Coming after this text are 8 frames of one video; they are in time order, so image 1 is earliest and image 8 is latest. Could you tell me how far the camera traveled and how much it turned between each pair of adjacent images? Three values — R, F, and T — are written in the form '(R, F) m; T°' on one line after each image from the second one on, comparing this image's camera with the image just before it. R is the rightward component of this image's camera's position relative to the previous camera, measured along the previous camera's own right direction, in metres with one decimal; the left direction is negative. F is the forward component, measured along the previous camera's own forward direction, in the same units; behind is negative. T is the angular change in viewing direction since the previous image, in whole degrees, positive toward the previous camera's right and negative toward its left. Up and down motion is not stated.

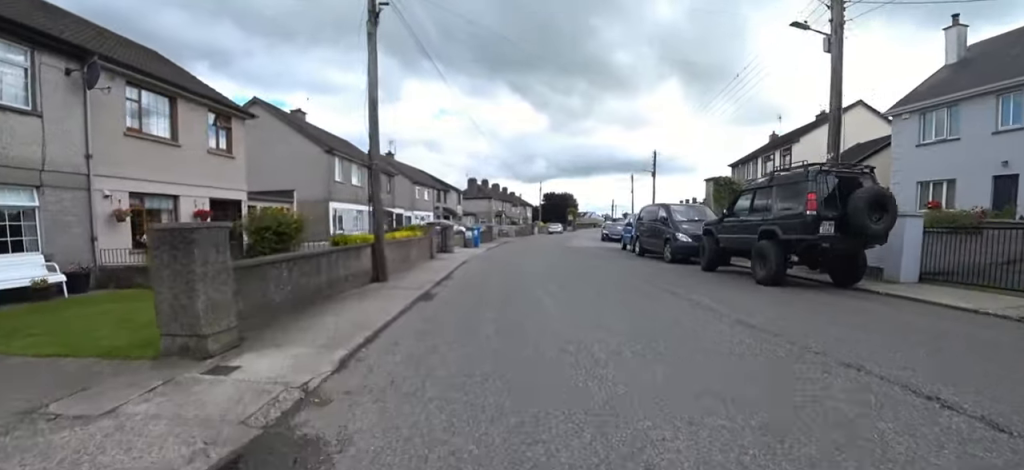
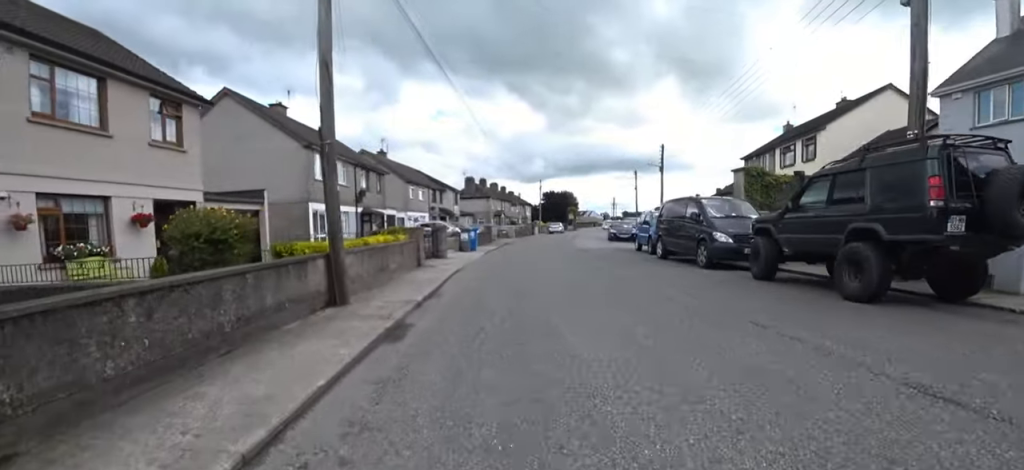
(+0.5, +2.4) m; +5°
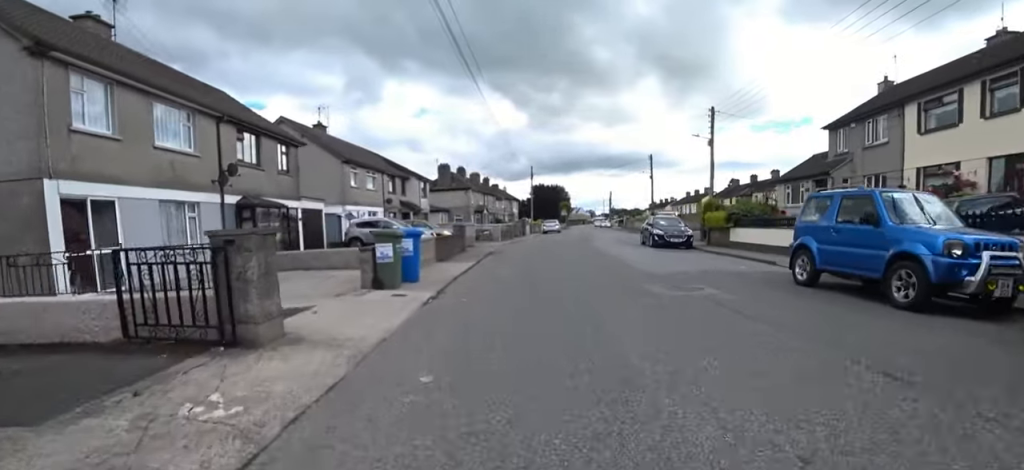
(+0.2, +11.8) m; -7°
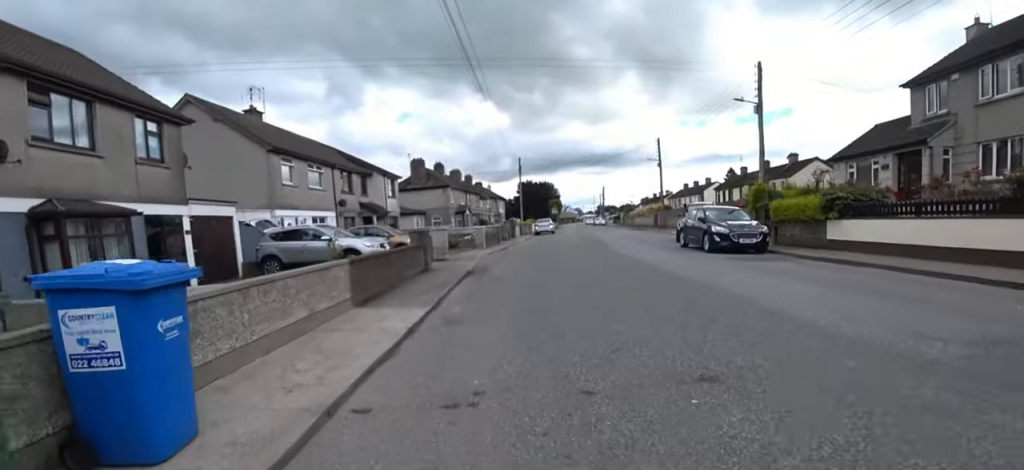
(+0.1, +6.6) m; +11°
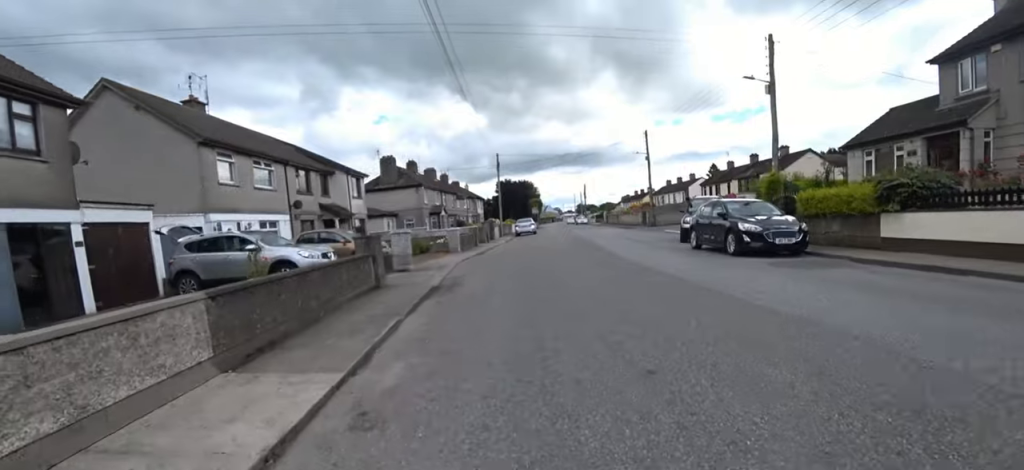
(+0.2, +2.8) m; +7°
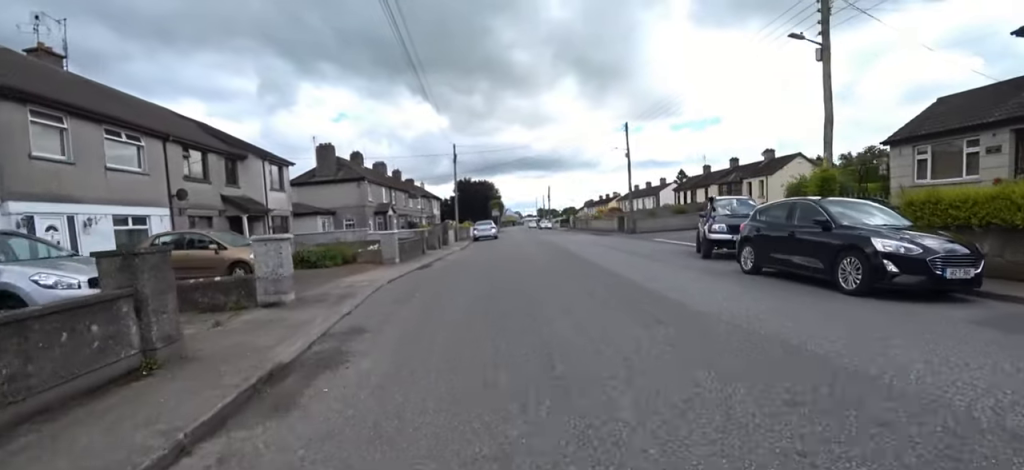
(+0.4, +5.2) m; 0°
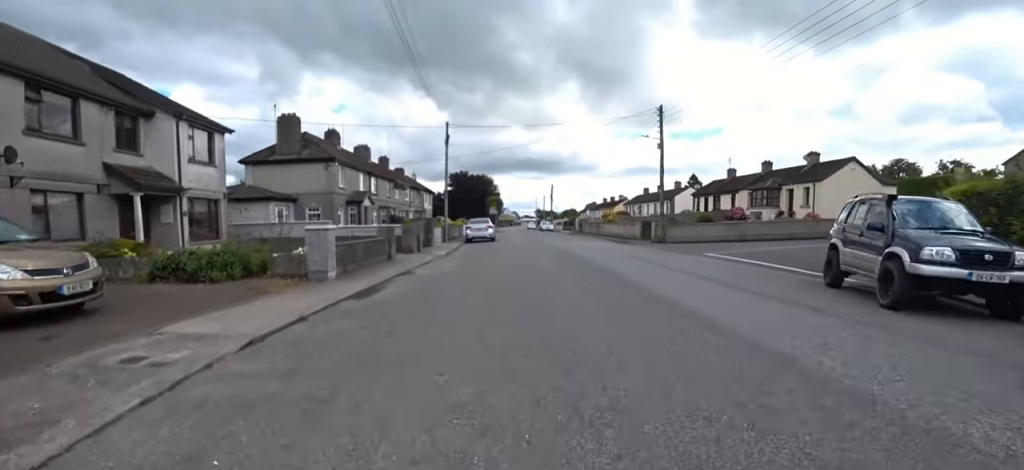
(-0.5, +6.3) m; -4°
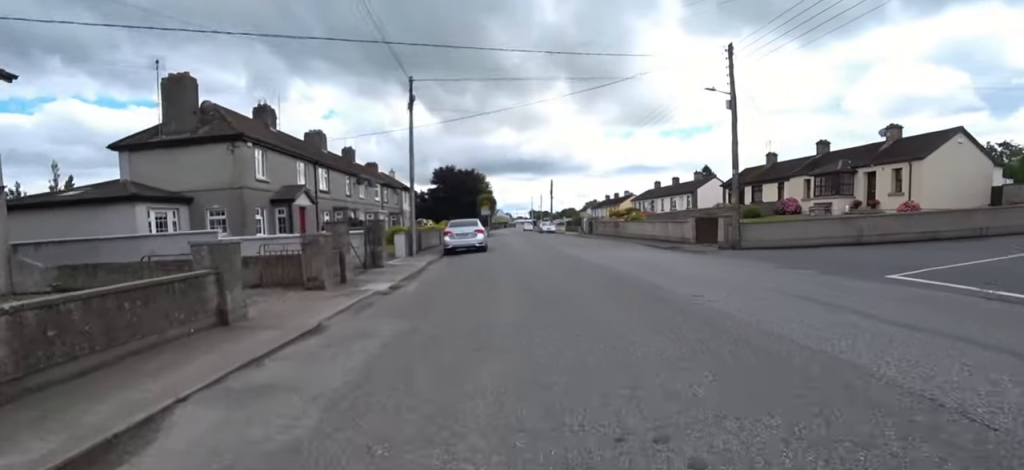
(0.0, +9.0) m; +2°
